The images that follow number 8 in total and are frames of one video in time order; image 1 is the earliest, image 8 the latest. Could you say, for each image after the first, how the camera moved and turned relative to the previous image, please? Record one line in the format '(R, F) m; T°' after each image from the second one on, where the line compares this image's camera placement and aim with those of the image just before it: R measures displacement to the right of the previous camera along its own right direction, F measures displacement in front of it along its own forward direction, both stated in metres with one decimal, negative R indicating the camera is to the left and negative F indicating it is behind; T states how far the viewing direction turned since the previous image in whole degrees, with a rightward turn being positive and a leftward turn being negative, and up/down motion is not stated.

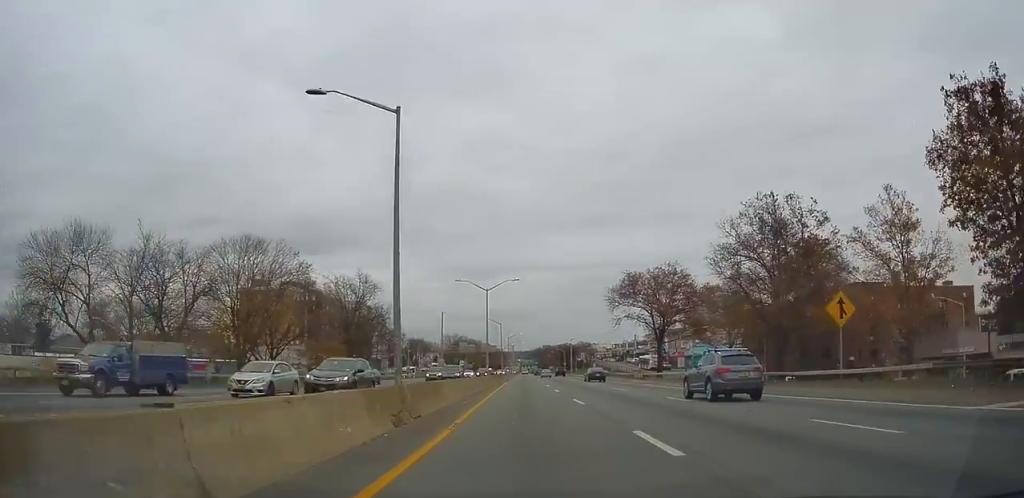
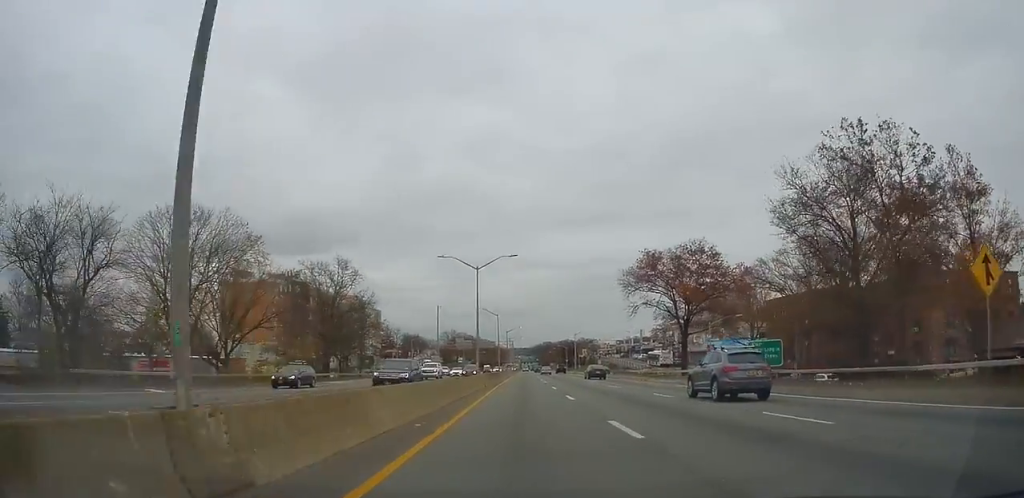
(0.0, +9.8) m; 0°
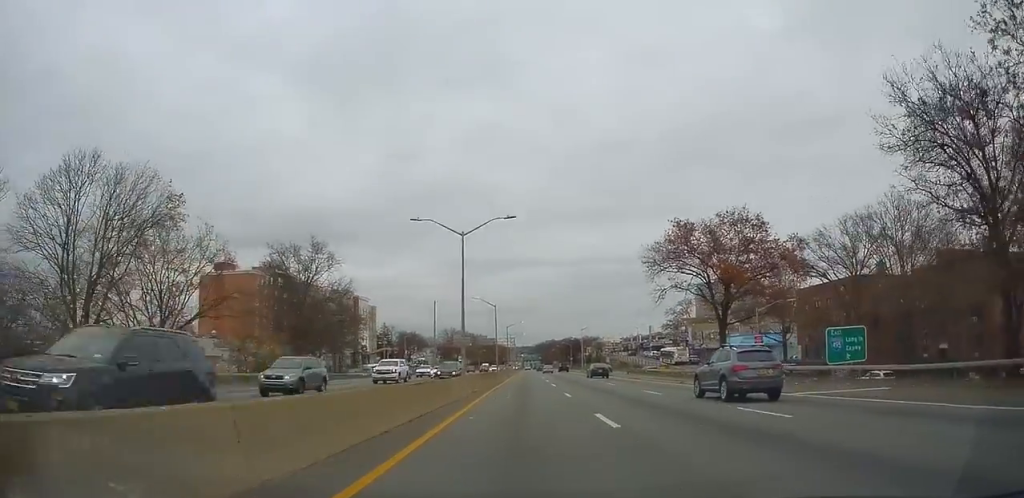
(-0.1, +10.2) m; 0°
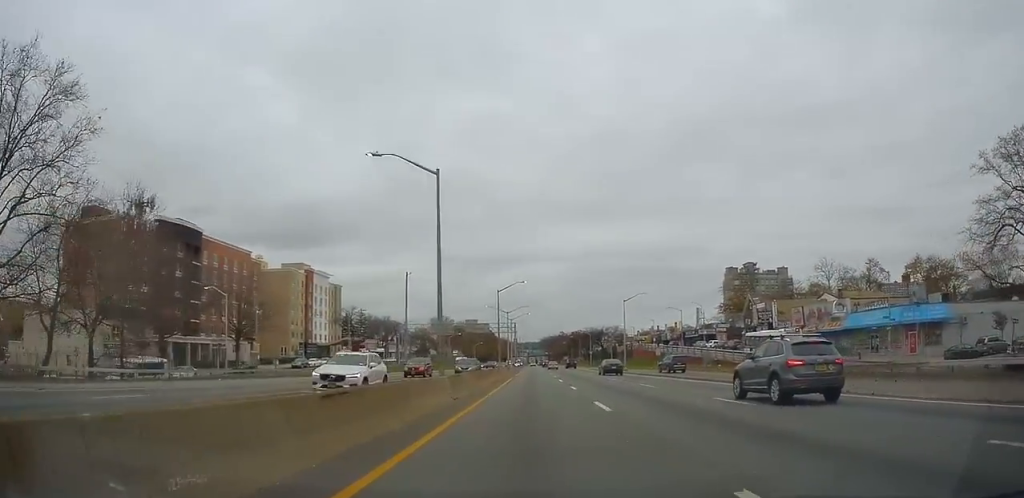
(-0.2, +44.7) m; -1°
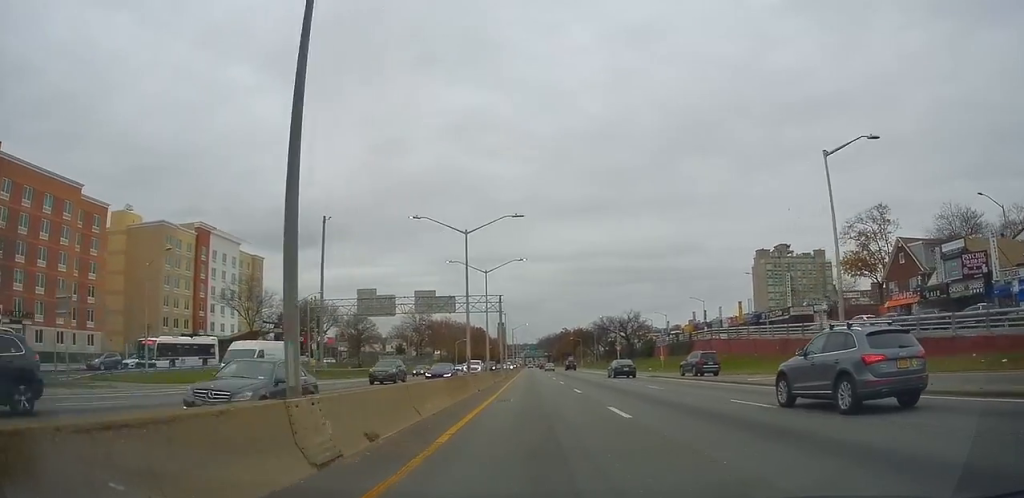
(+0.2, +49.9) m; +1°
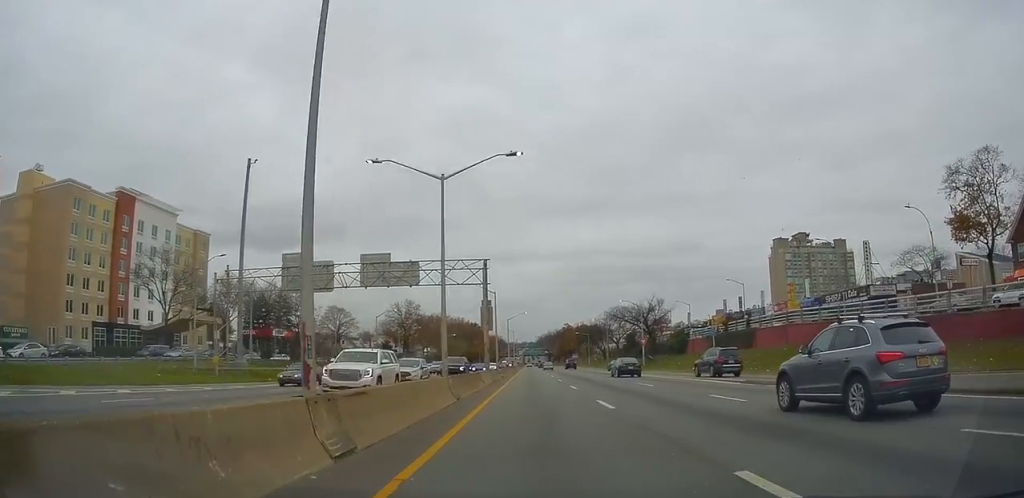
(+0.1, +22.2) m; +1°
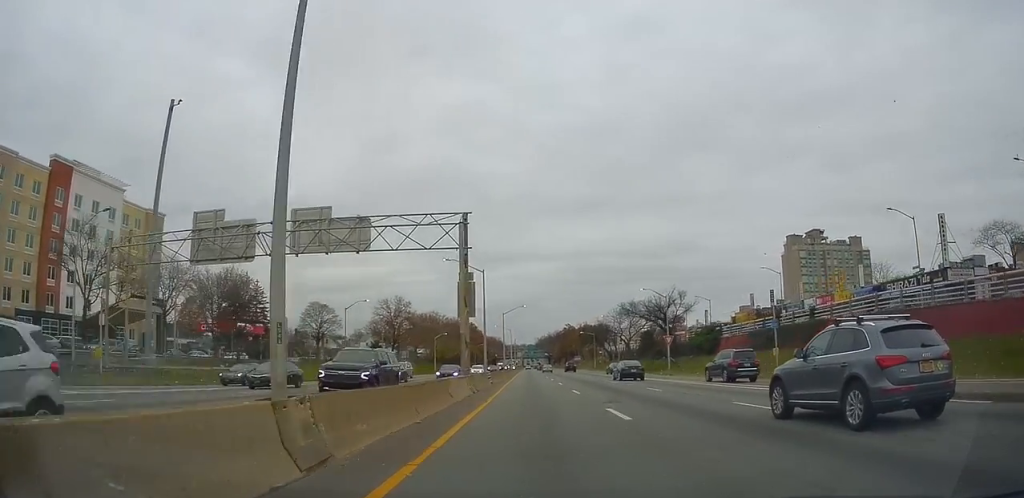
(+0.2, +14.5) m; 0°
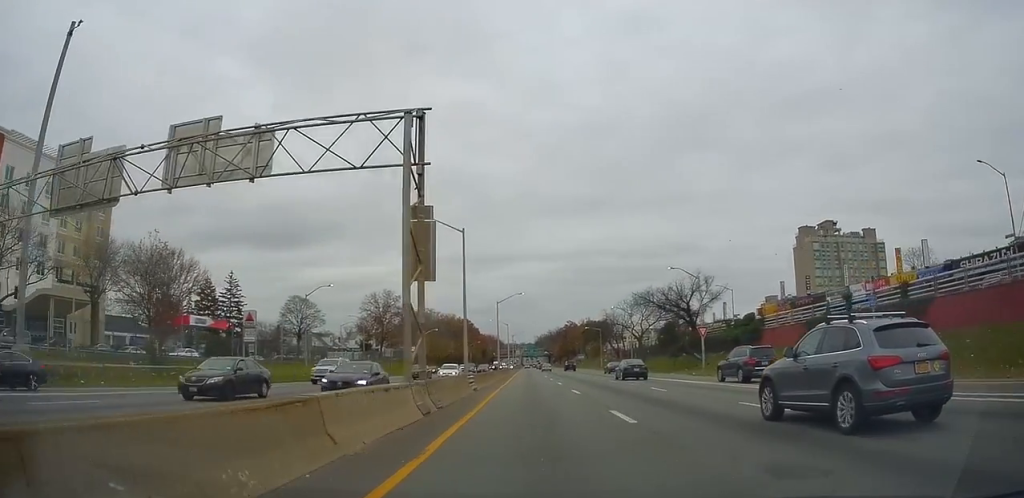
(+0.3, +13.0) m; 0°
